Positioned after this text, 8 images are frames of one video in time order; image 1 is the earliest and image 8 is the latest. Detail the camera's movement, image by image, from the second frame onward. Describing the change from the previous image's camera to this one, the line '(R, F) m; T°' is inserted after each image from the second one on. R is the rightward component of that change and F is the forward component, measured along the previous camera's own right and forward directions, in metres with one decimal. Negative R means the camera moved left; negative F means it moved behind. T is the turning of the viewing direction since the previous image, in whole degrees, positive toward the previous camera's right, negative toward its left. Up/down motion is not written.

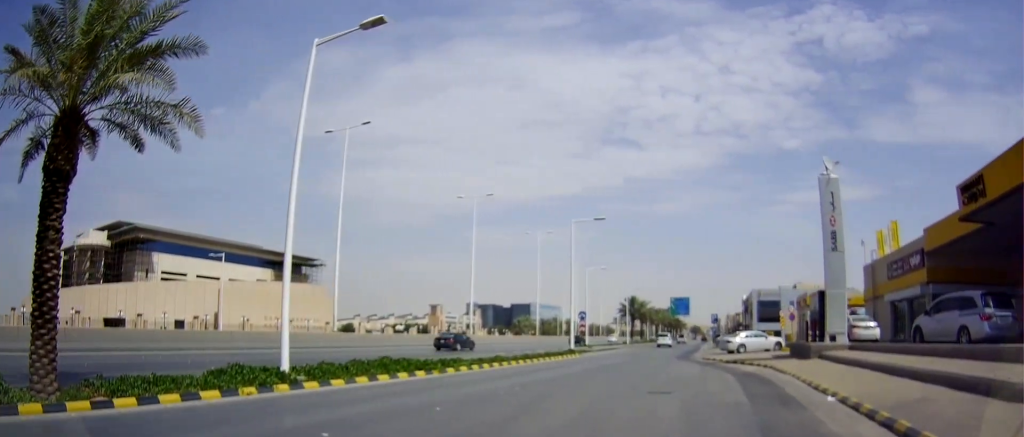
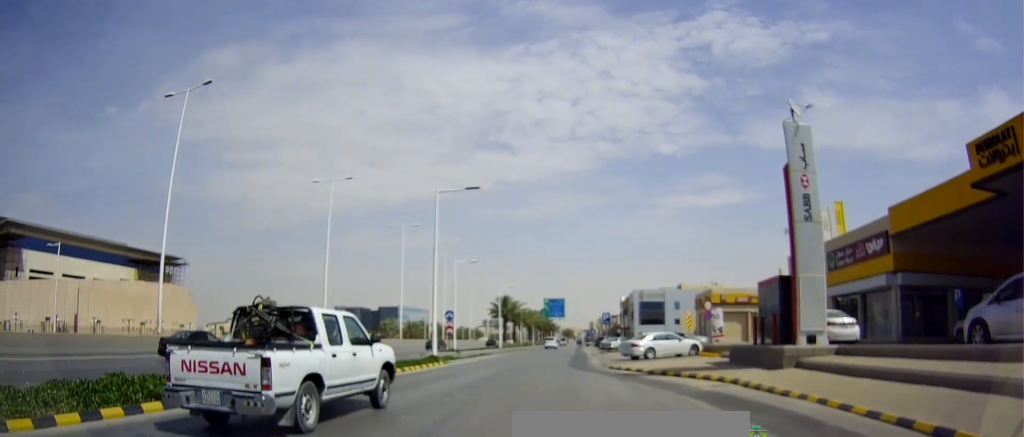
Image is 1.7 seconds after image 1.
(+0.2, +6.8) m; +12°
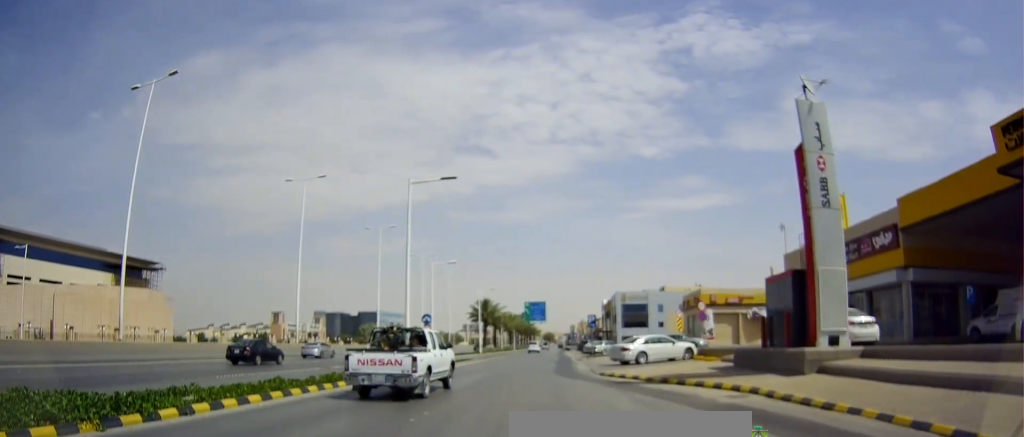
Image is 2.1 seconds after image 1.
(+0.3, +2.1) m; +6°
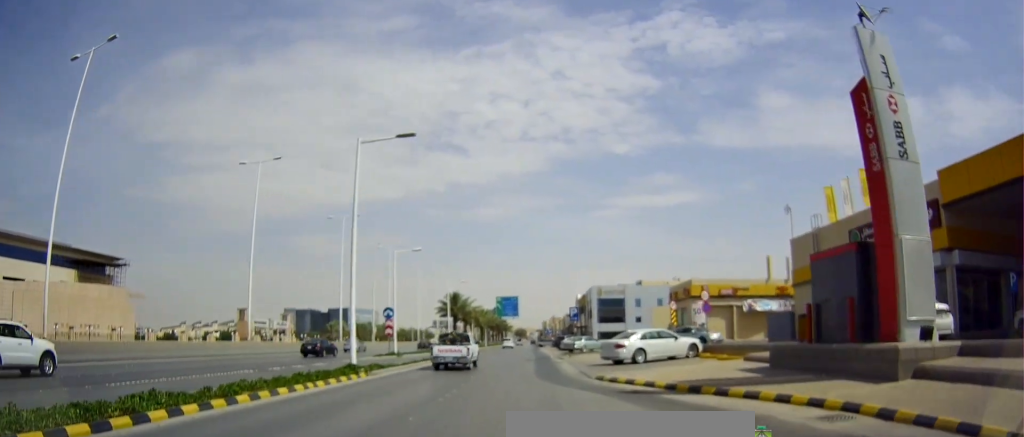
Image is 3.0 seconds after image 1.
(+0.4, +4.4) m; +6°
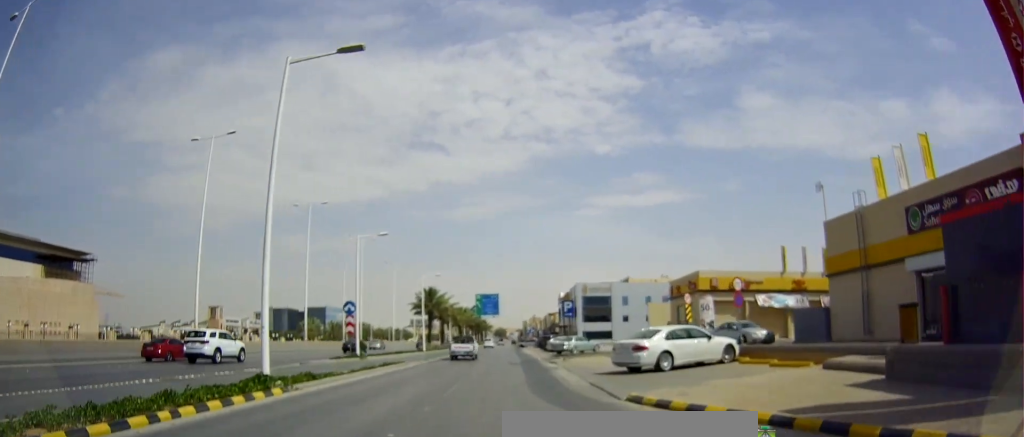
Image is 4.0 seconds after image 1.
(+0.1, +5.8) m; 0°
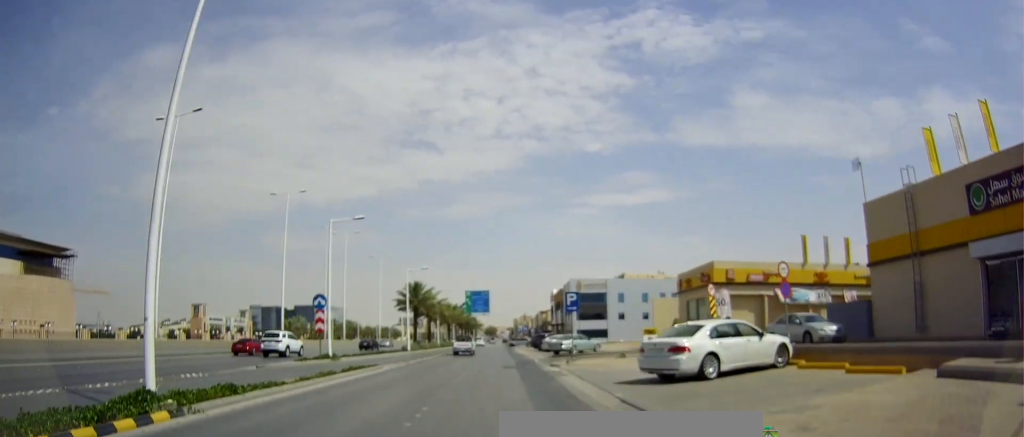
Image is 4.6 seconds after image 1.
(-0.3, +4.3) m; +1°
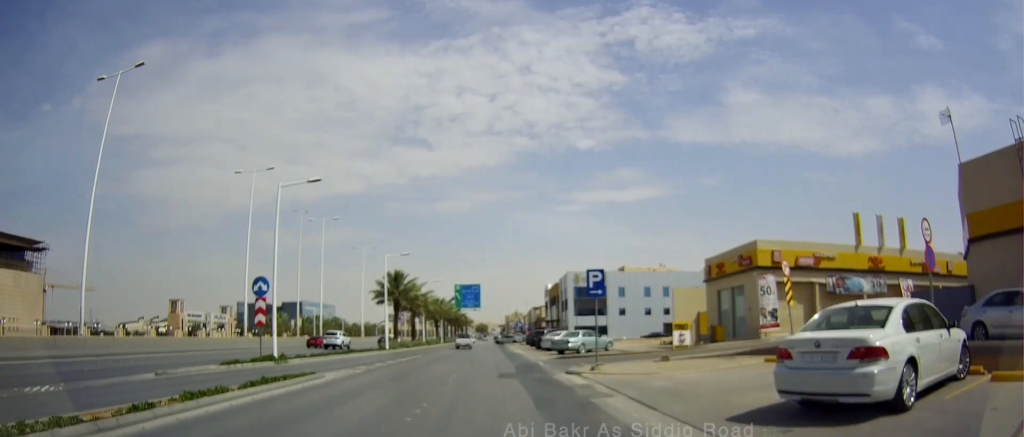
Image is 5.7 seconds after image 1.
(+0.6, +7.3) m; +4°
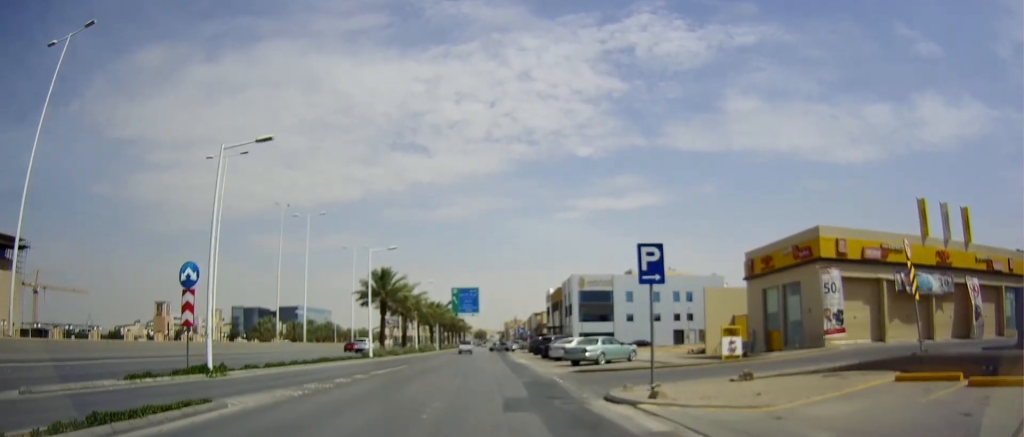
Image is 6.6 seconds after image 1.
(-0.2, +6.5) m; +2°
